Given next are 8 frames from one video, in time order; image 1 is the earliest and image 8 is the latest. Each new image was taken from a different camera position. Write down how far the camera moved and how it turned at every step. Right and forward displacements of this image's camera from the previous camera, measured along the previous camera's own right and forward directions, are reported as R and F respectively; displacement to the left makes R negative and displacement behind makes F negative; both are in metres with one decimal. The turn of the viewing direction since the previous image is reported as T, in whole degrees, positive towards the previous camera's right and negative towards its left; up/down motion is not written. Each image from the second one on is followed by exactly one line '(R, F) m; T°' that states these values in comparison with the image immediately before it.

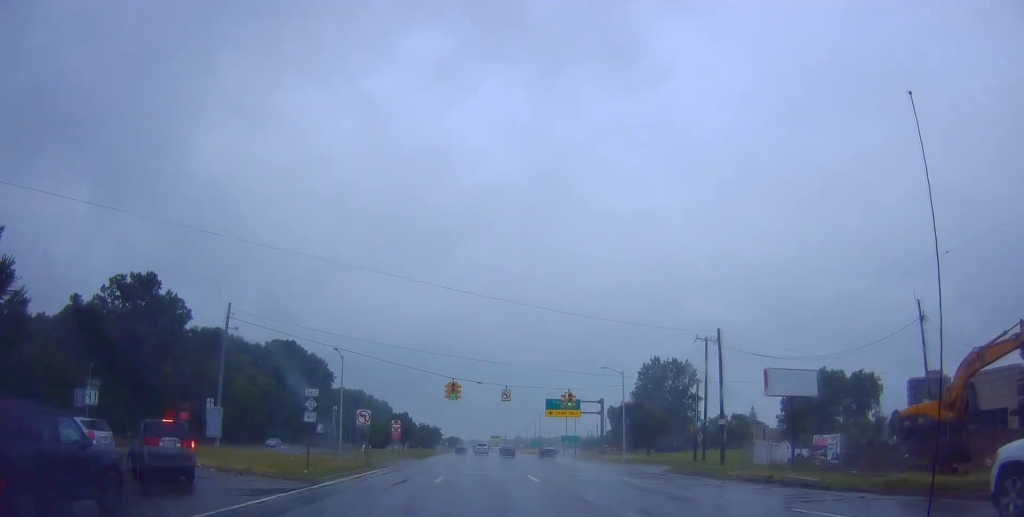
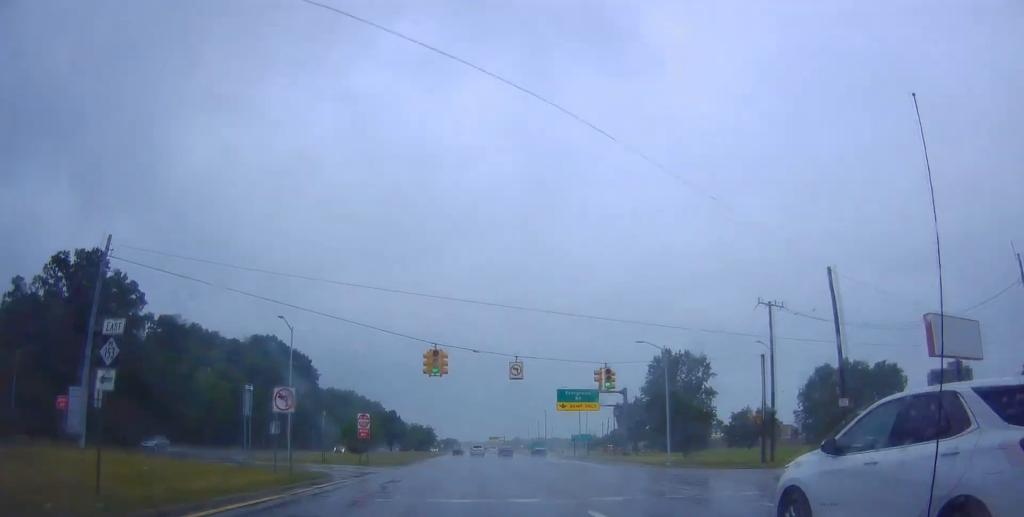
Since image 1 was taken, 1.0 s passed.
(+0.2, +14.1) m; +1°
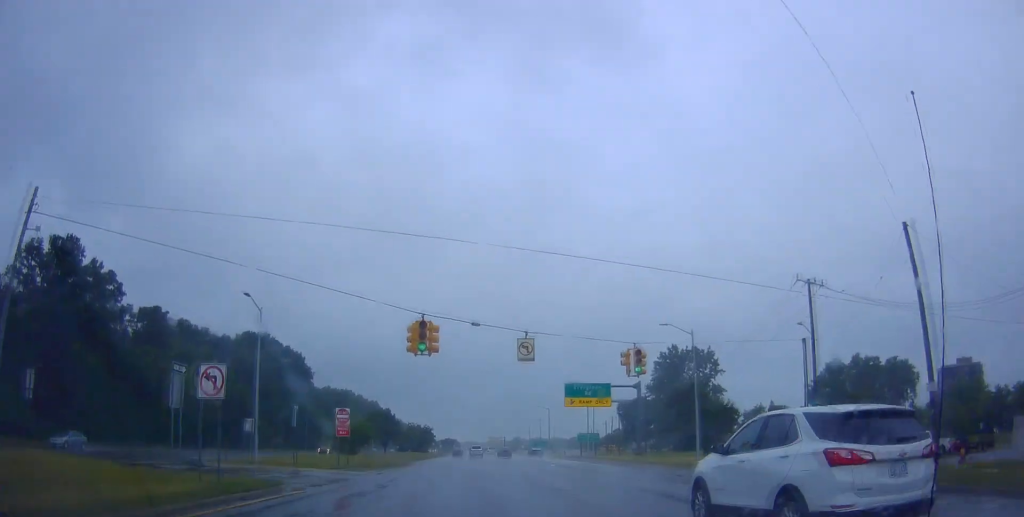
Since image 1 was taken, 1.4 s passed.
(+0.1, +5.9) m; +1°
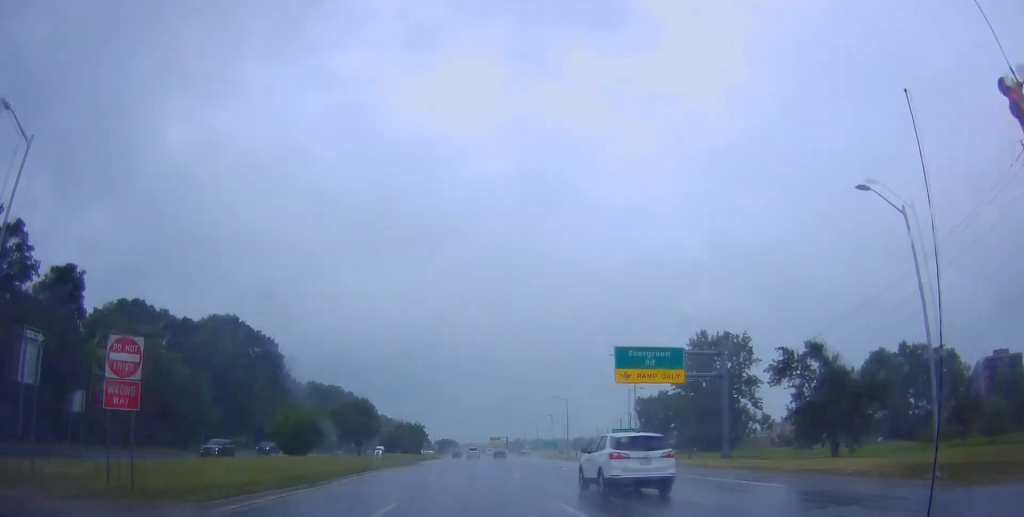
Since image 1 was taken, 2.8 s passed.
(-0.5, +21.3) m; -2°
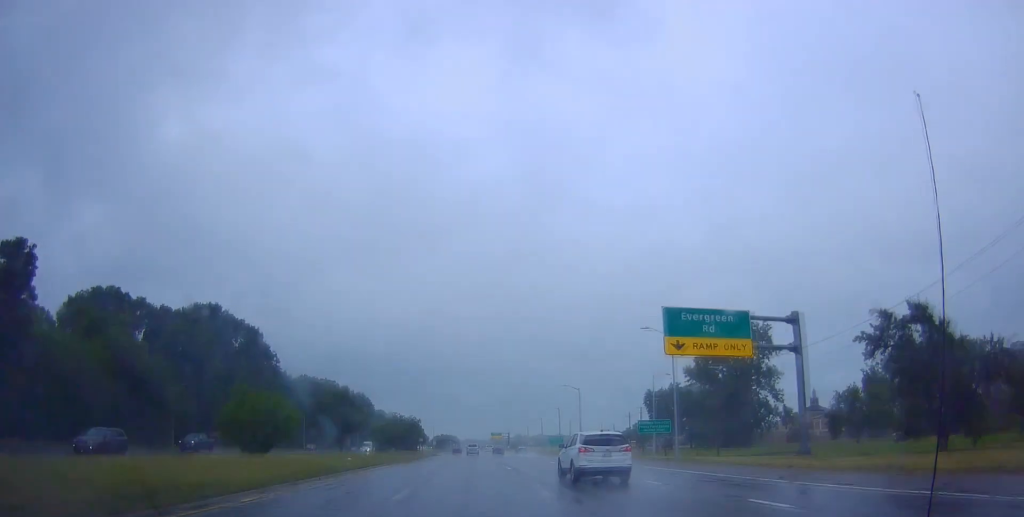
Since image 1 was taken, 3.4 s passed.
(-0.2, +10.0) m; 0°
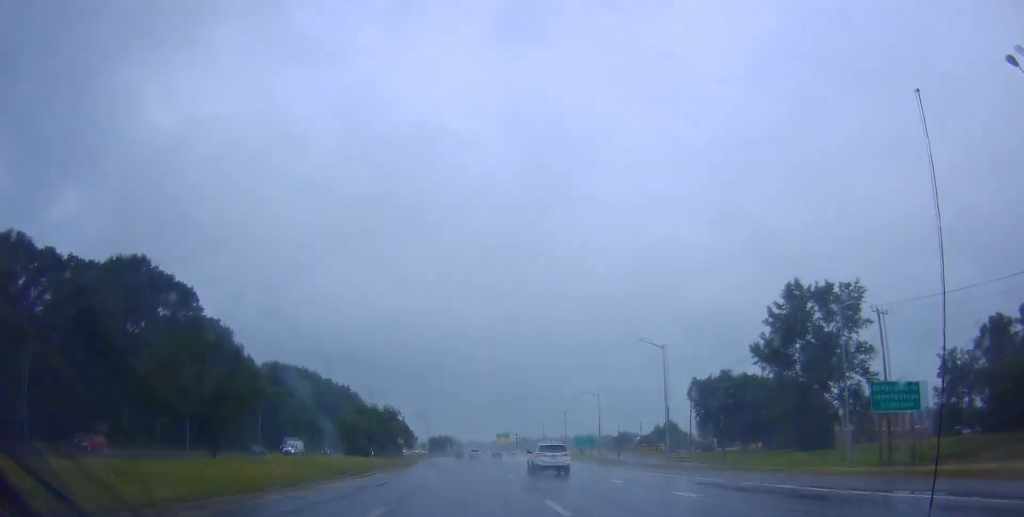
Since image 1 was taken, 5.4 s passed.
(+0.9, +33.5) m; 0°
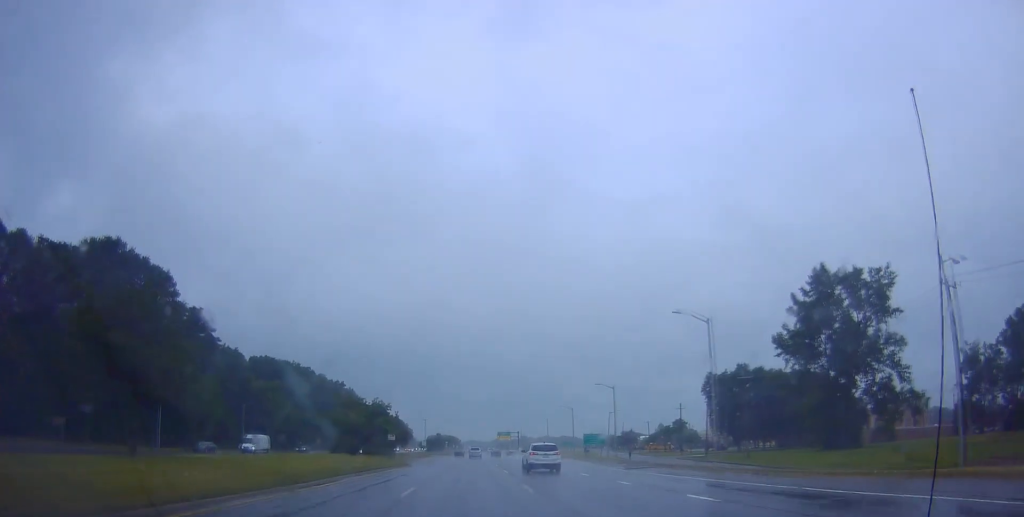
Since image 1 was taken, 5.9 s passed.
(-0.3, +8.7) m; 0°
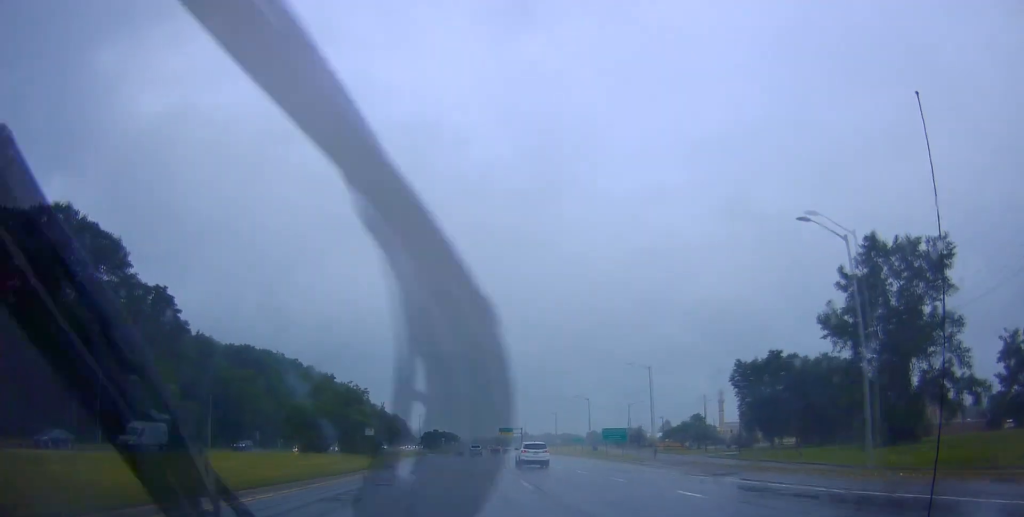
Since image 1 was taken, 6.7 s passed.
(0.0, +14.7) m; +1°
